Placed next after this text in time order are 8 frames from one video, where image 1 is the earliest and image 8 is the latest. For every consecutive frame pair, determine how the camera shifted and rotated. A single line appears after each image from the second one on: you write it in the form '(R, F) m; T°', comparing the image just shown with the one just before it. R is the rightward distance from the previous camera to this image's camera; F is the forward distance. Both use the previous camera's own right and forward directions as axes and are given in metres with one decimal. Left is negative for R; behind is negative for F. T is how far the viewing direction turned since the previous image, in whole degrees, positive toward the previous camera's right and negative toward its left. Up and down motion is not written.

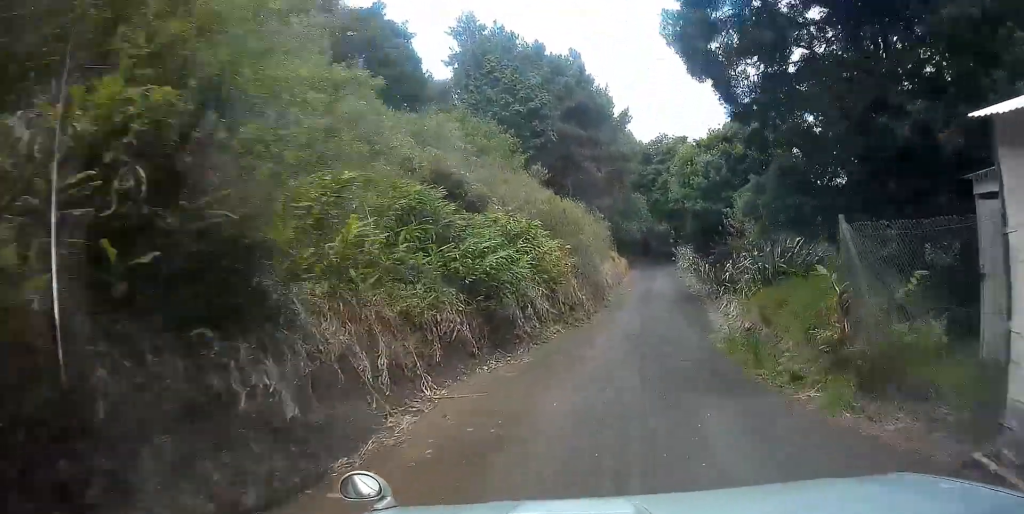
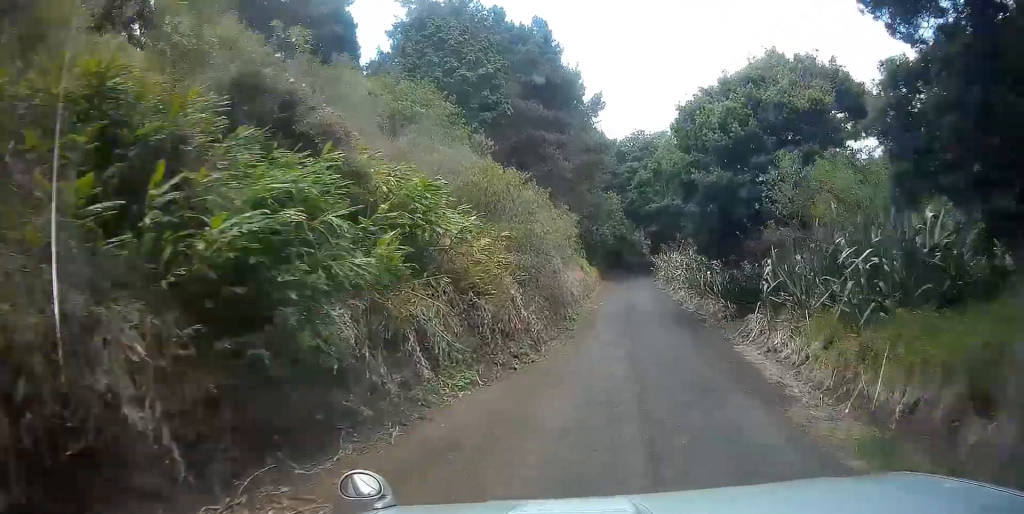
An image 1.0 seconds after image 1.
(-0.3, +8.8) m; -3°
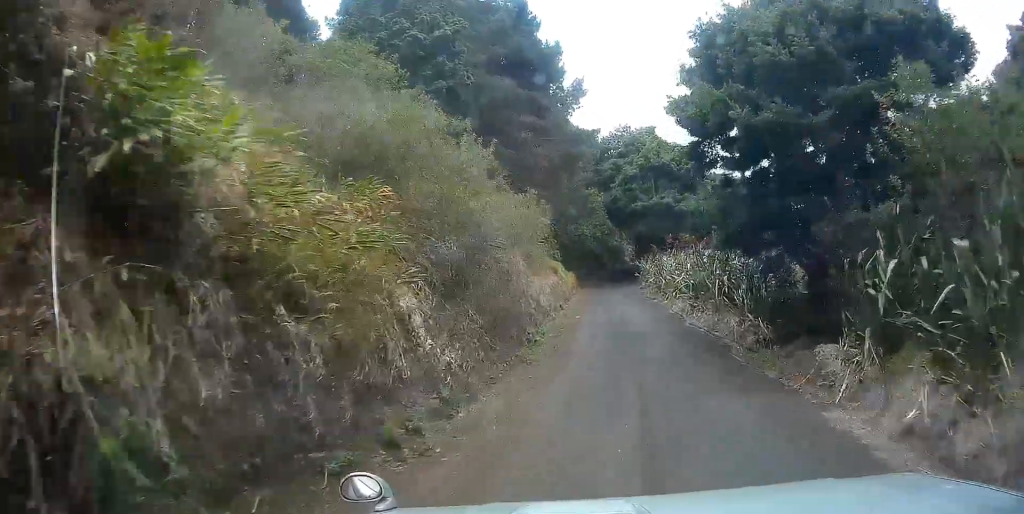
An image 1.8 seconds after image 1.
(-0.1, +6.8) m; -1°
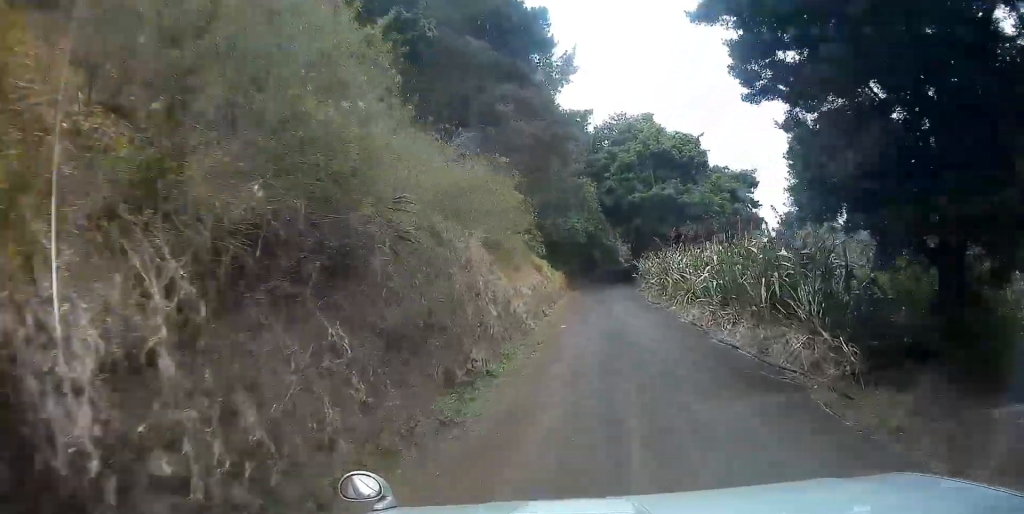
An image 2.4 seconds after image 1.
(0.0, +5.5) m; +1°
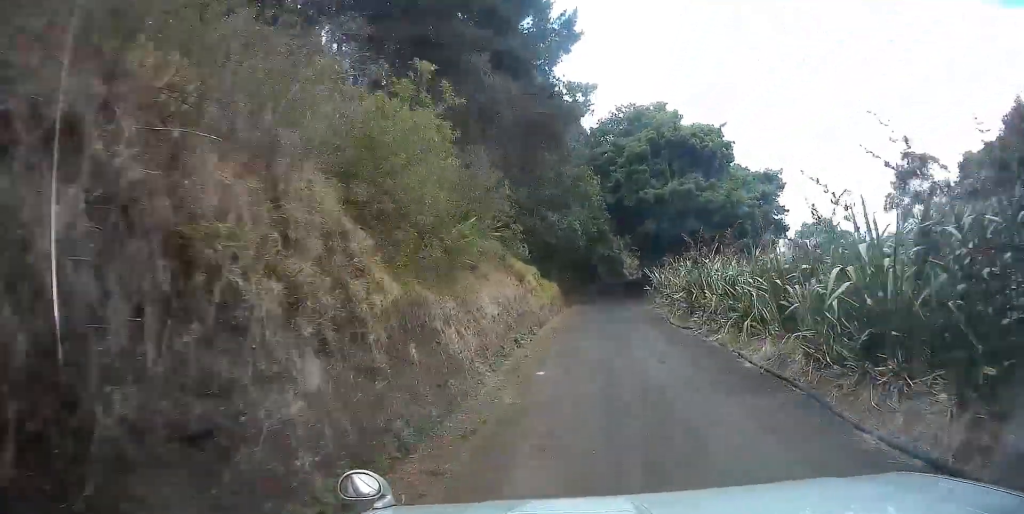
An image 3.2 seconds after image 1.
(0.0, +8.0) m; +2°
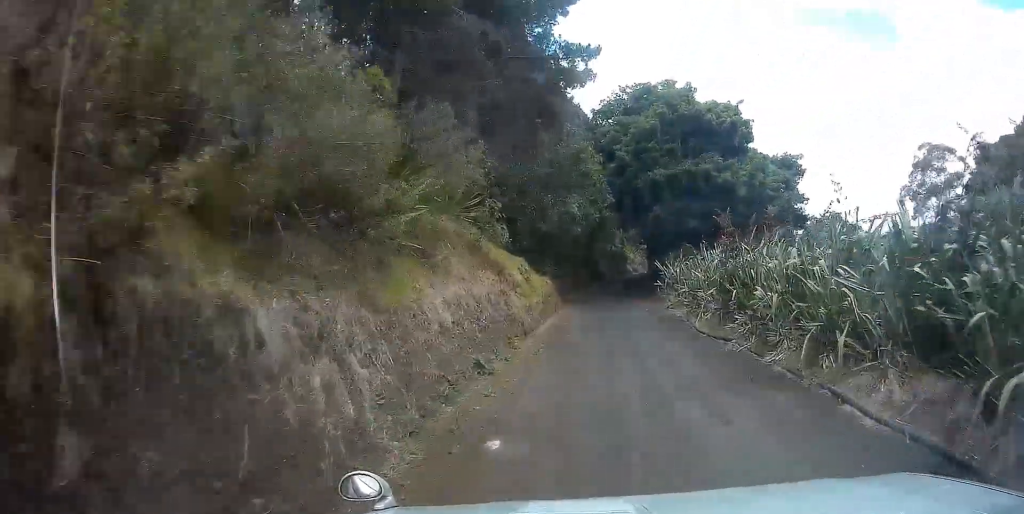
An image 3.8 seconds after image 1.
(+0.2, +5.6) m; +1°
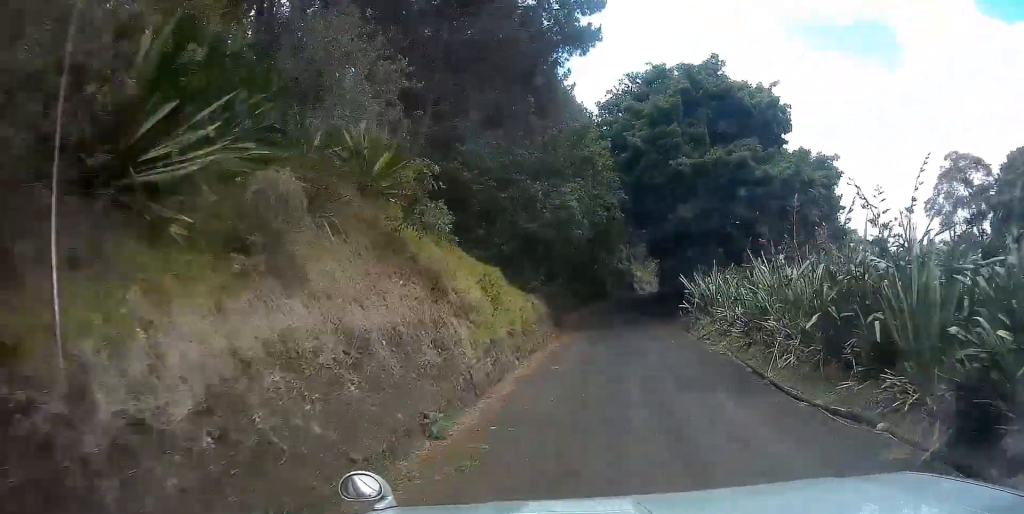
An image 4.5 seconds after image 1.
(+0.1, +7.3) m; +1°
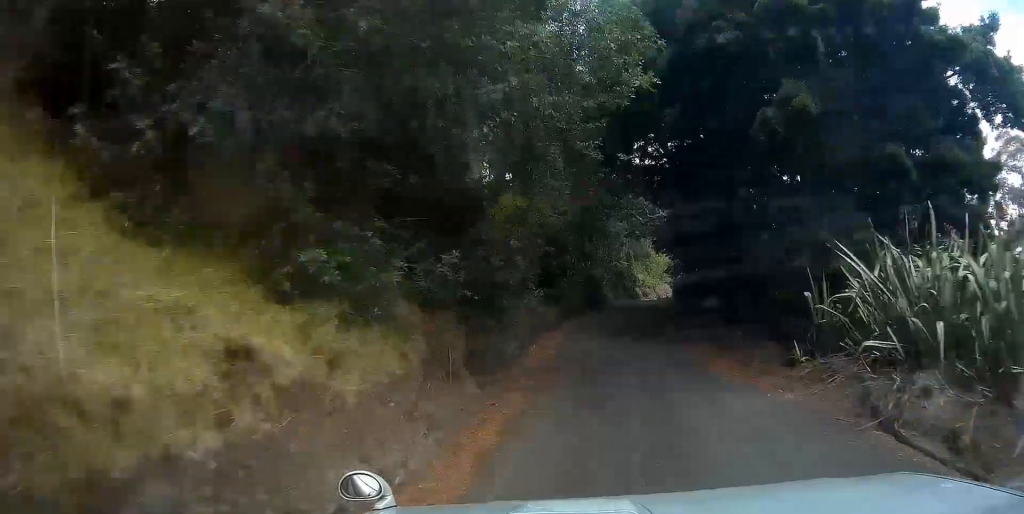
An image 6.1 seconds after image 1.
(+0.3, +15.7) m; +2°
